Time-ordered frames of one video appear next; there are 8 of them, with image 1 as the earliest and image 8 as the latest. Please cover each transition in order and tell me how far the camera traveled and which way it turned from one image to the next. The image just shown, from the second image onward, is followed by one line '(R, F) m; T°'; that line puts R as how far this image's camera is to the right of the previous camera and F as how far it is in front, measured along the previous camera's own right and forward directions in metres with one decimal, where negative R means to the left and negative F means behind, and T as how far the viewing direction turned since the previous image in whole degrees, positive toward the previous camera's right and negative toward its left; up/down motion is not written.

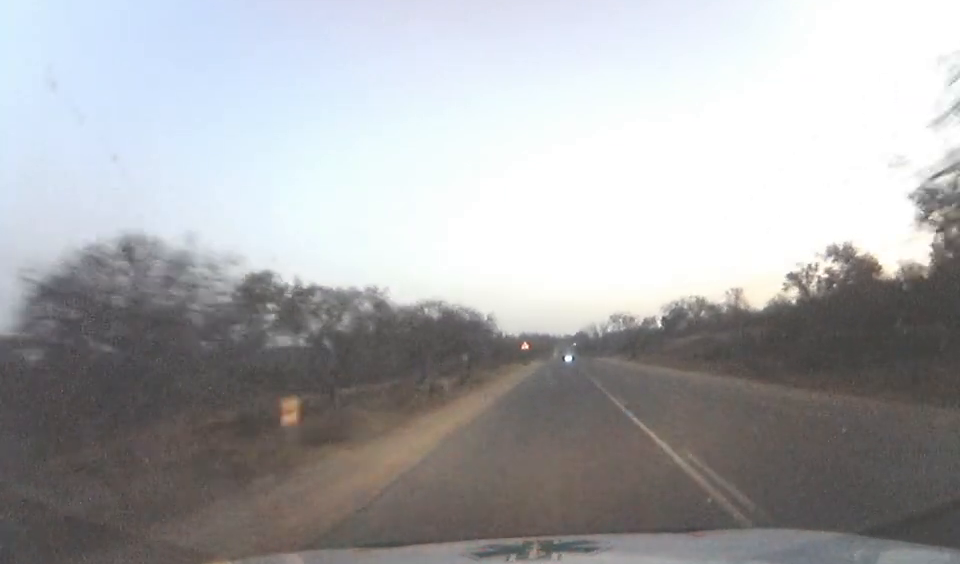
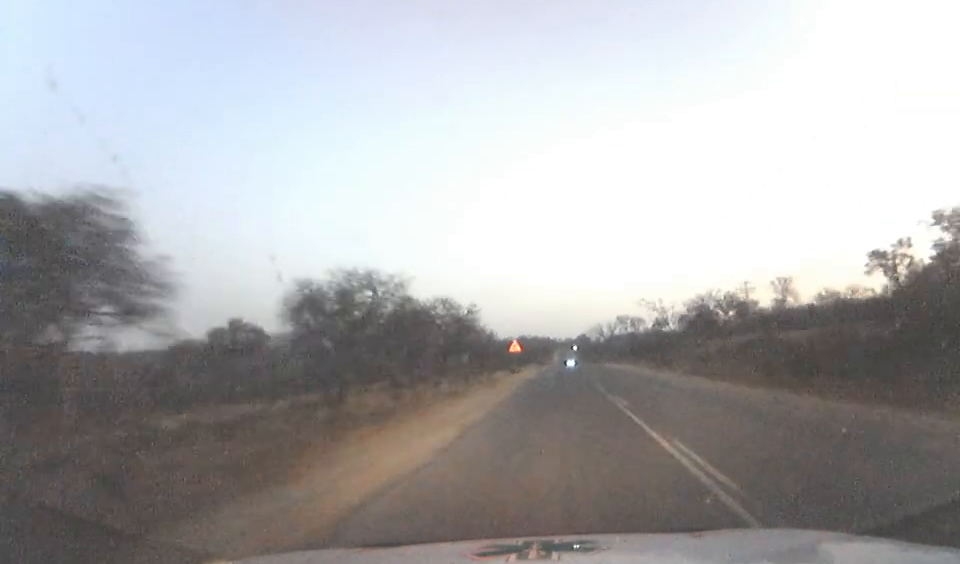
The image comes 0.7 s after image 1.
(0.0, +25.9) m; 0°
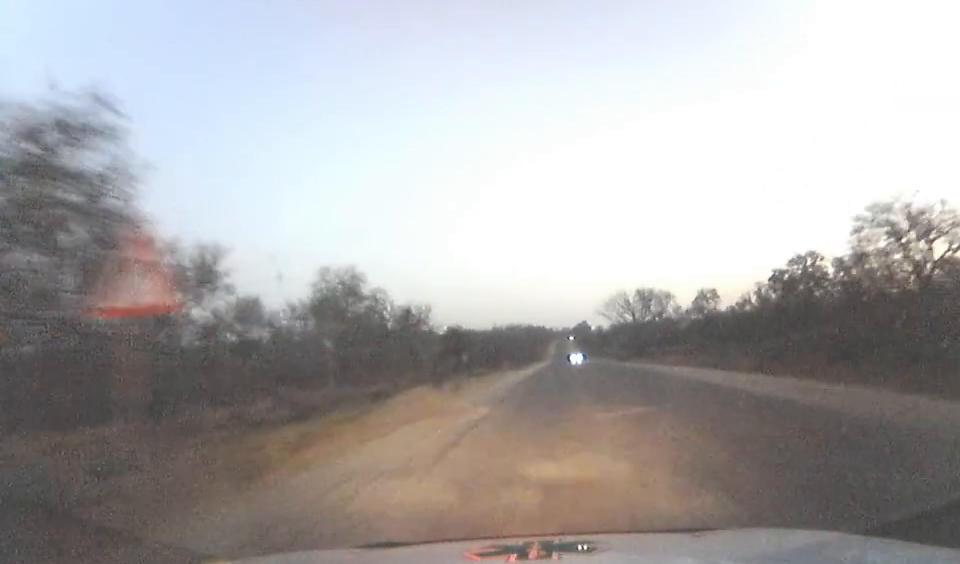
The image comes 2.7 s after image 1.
(0.0, +68.2) m; 0°
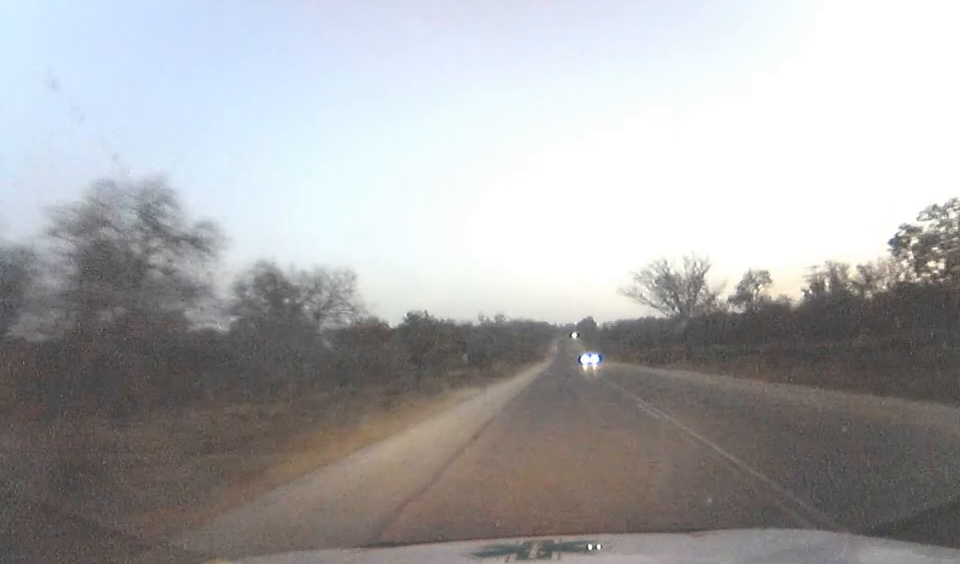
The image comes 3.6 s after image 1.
(0.0, +32.3) m; 0°
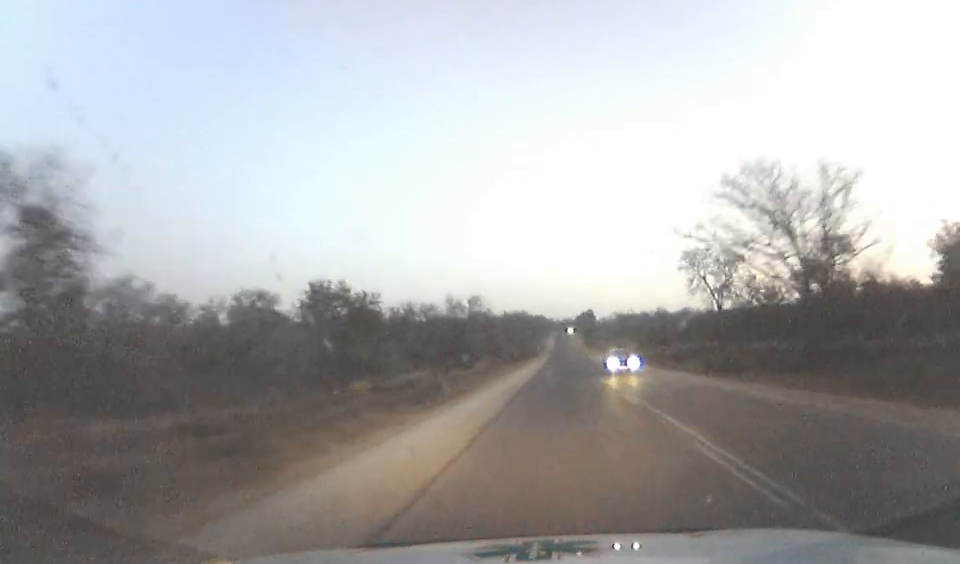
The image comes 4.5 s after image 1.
(0.0, +31.5) m; 0°
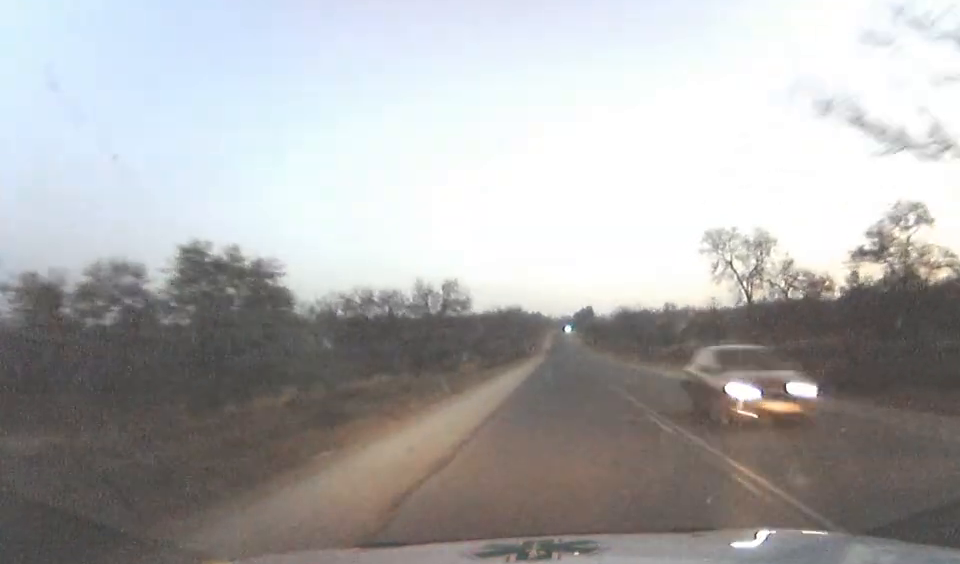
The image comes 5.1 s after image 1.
(0.0, +17.6) m; 0°
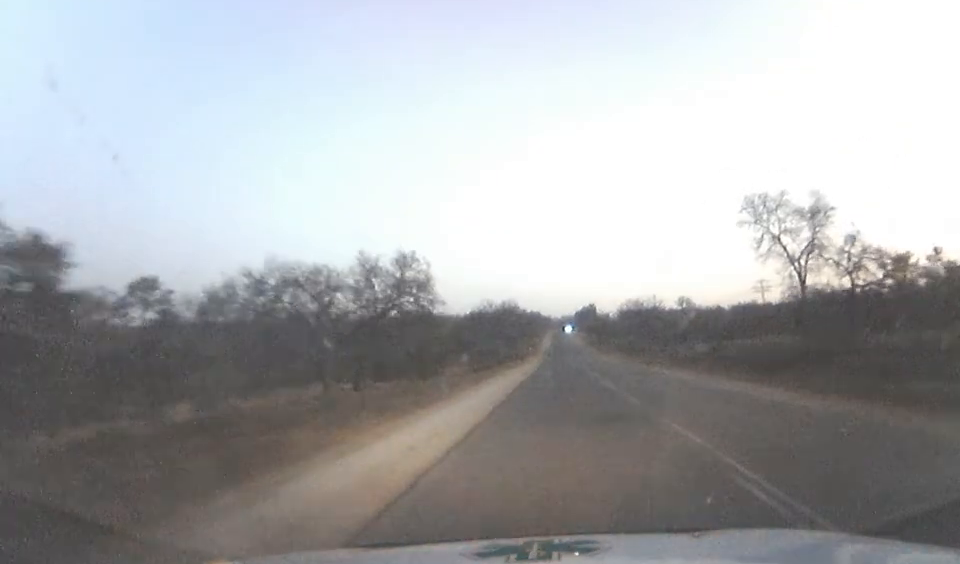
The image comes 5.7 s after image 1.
(0.0, +19.7) m; 0°
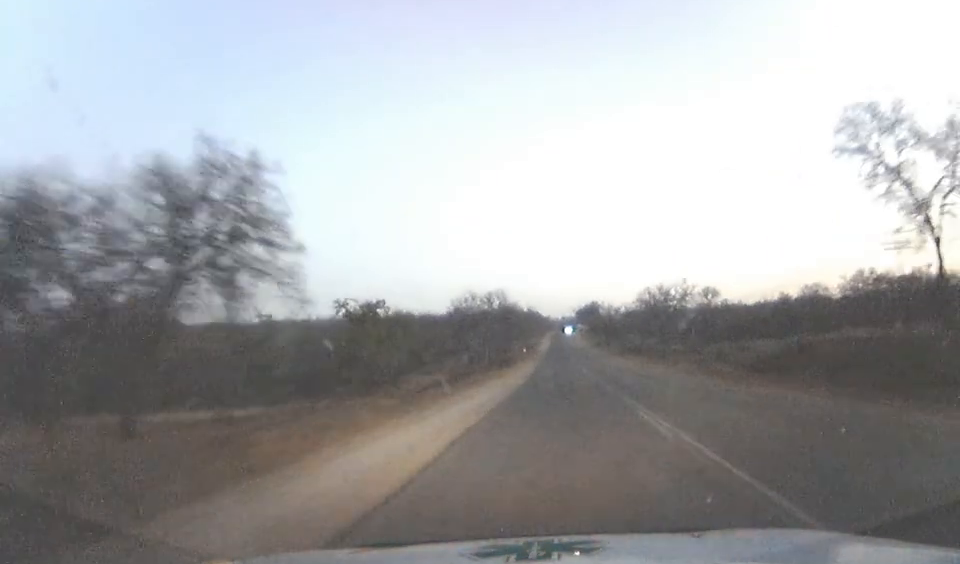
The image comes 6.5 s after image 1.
(0.0, +26.2) m; 0°
